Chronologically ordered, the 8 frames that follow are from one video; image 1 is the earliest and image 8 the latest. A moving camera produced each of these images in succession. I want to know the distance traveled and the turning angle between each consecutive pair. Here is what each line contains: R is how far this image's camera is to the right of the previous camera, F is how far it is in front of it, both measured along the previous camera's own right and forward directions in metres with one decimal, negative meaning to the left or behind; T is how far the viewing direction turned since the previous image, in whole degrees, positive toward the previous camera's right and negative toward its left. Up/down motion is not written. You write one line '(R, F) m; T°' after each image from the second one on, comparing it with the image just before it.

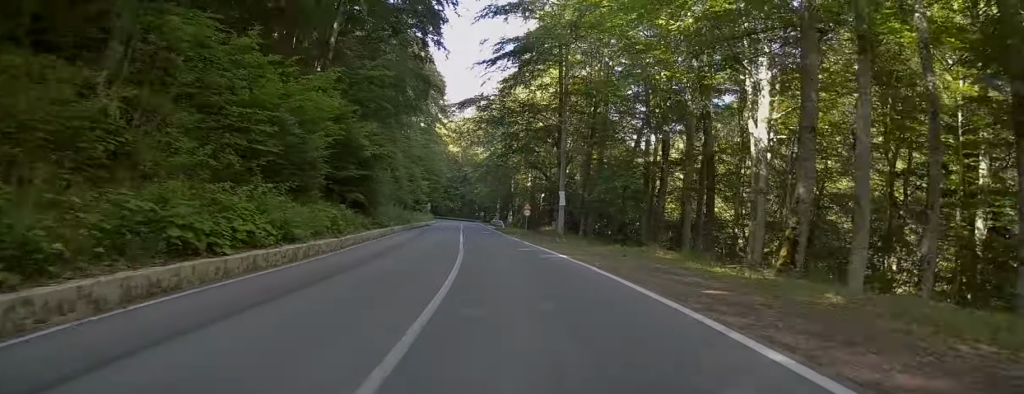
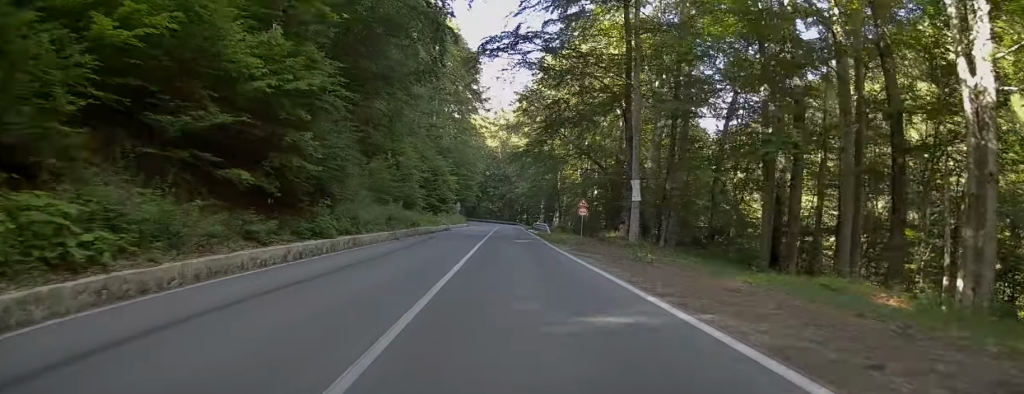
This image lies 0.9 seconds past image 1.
(+0.1, +17.2) m; -1°
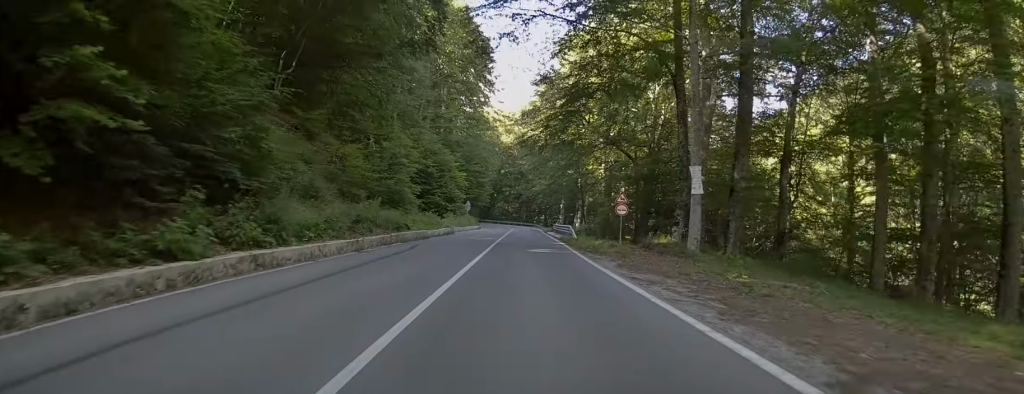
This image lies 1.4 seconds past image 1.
(-0.2, +9.5) m; -1°
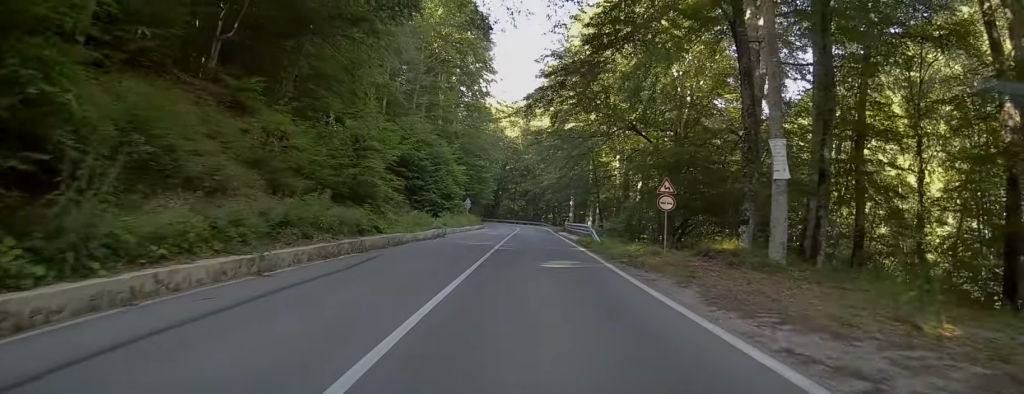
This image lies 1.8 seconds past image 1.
(-0.1, +8.2) m; -1°
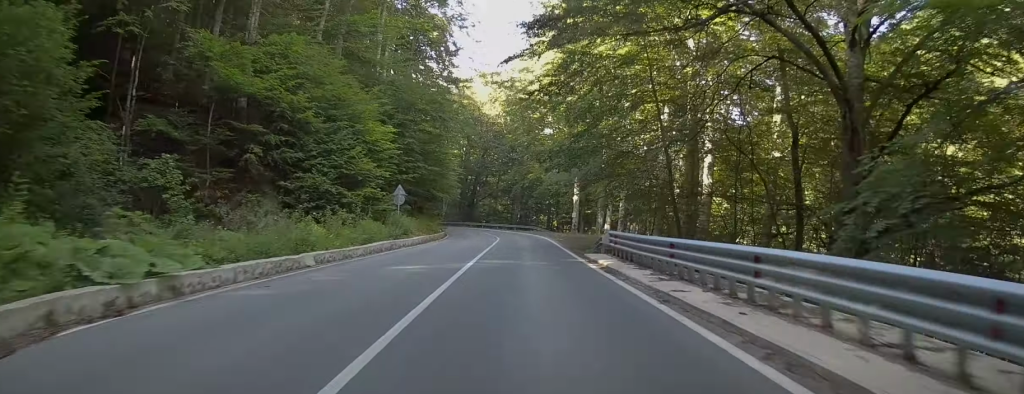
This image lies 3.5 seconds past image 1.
(-0.3, +30.7) m; -2°
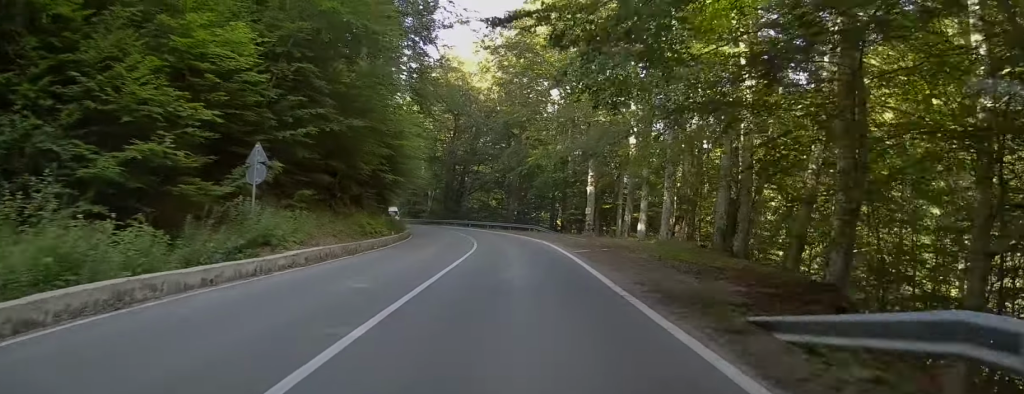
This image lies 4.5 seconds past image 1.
(-0.3, +18.8) m; -2°
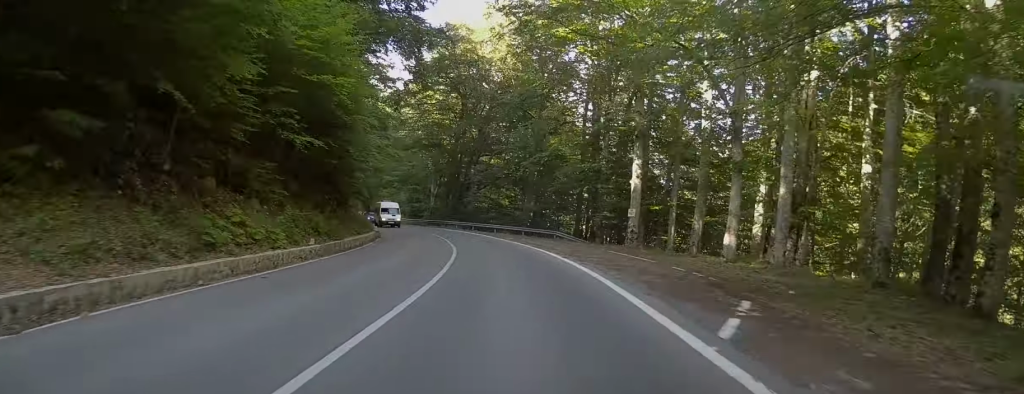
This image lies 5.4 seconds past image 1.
(-0.2, +16.0) m; -2°
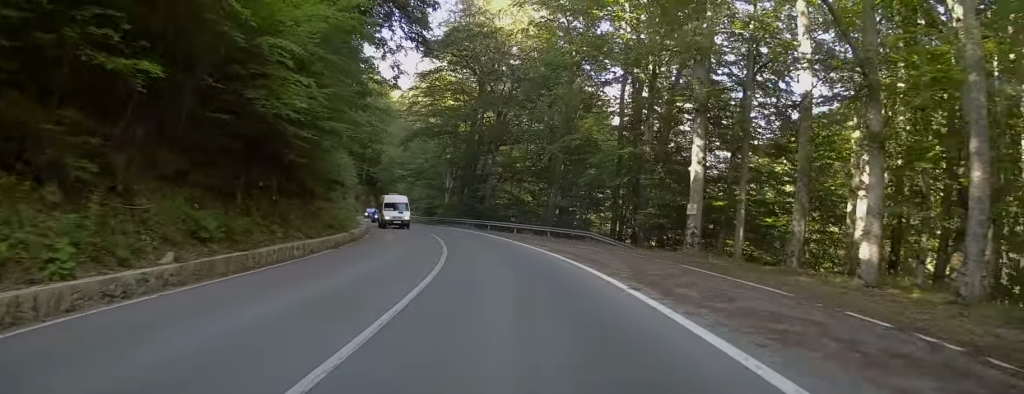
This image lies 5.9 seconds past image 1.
(0.0, +10.0) m; -2°
